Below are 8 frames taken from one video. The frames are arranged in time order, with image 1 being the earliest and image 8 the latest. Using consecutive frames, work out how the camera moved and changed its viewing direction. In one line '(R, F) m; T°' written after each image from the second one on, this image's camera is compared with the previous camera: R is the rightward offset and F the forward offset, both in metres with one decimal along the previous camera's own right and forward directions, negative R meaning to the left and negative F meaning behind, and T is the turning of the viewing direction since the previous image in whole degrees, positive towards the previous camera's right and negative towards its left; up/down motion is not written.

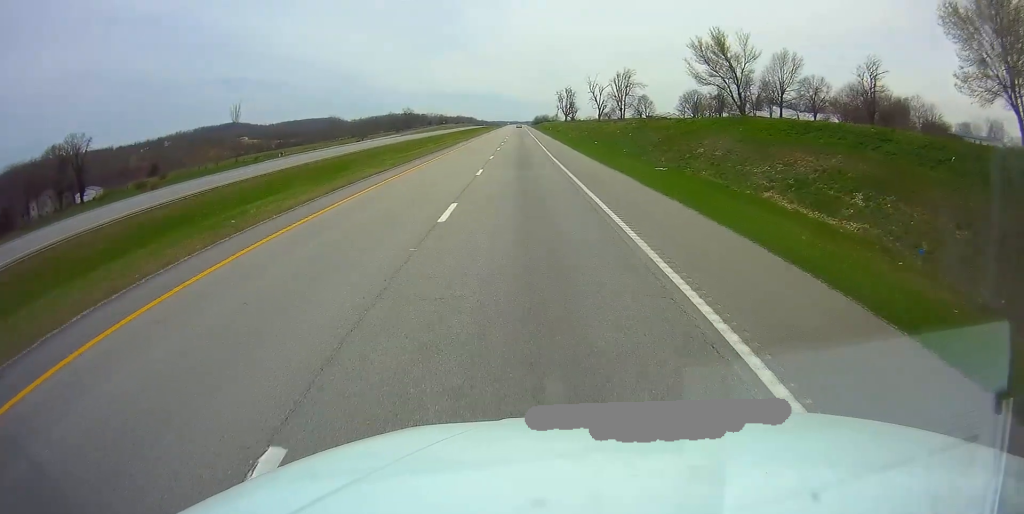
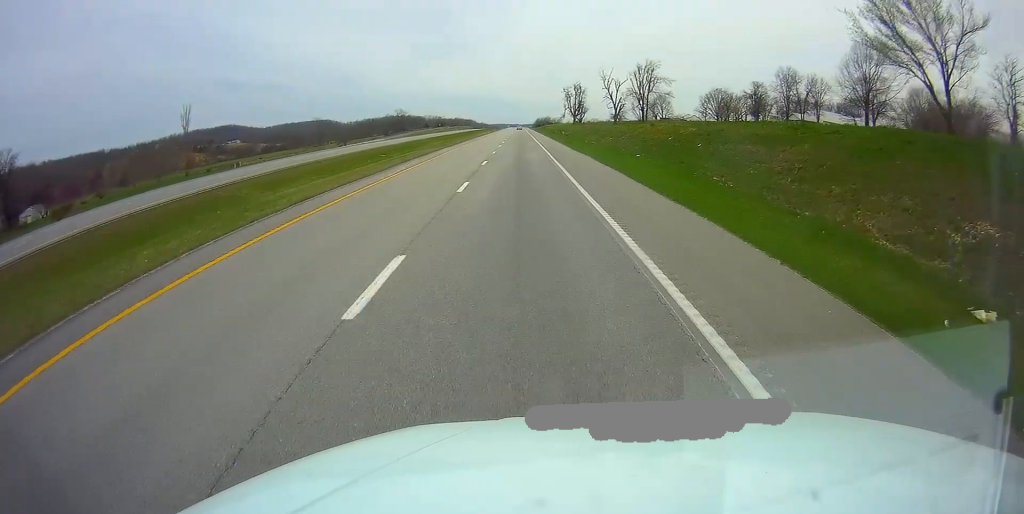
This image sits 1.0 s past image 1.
(-0.2, +30.8) m; 0°
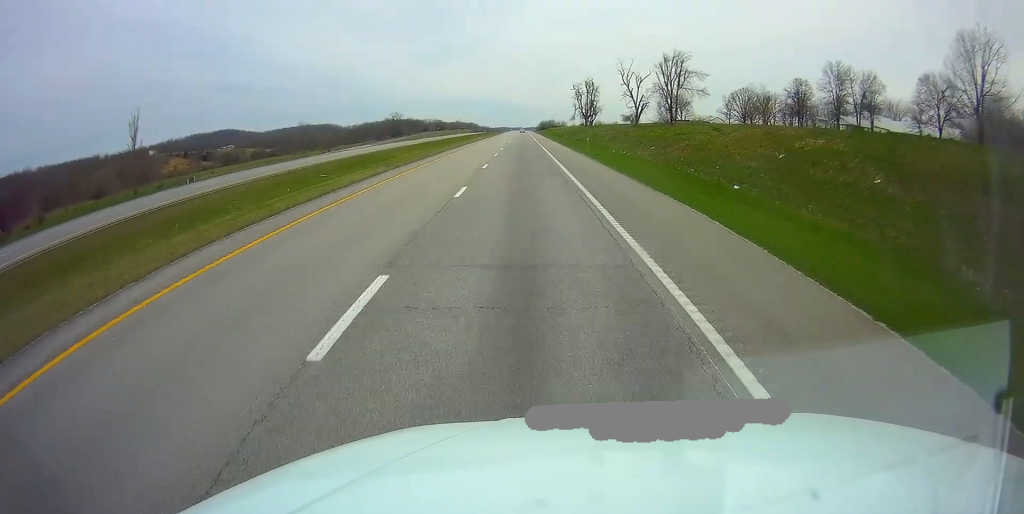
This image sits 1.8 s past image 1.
(0.0, +25.7) m; 0°
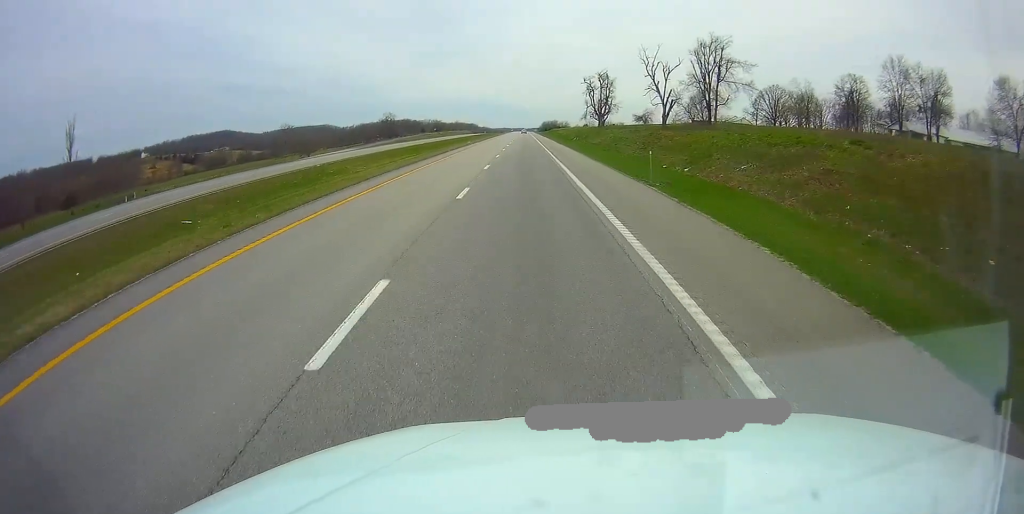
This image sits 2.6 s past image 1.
(+0.3, +24.6) m; 0°
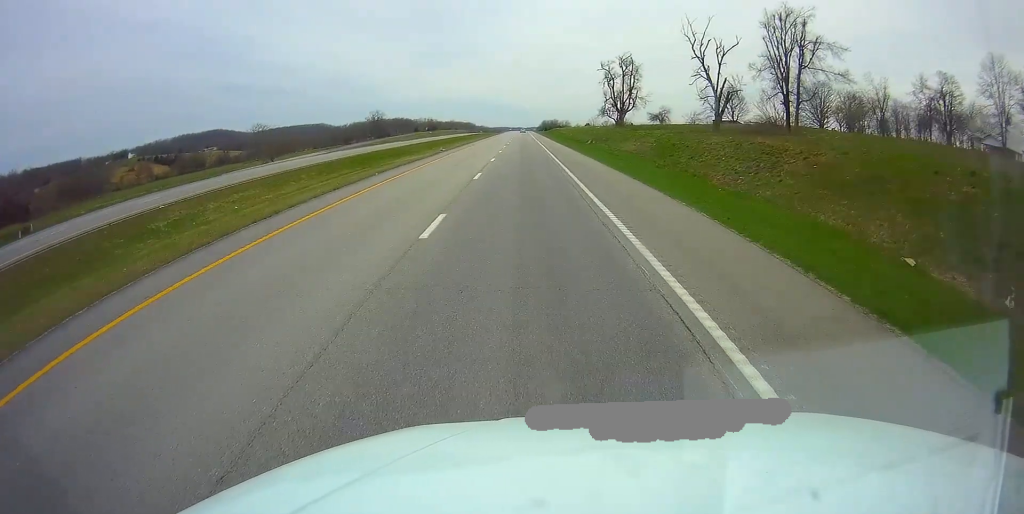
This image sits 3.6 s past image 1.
(-0.3, +30.5) m; 0°
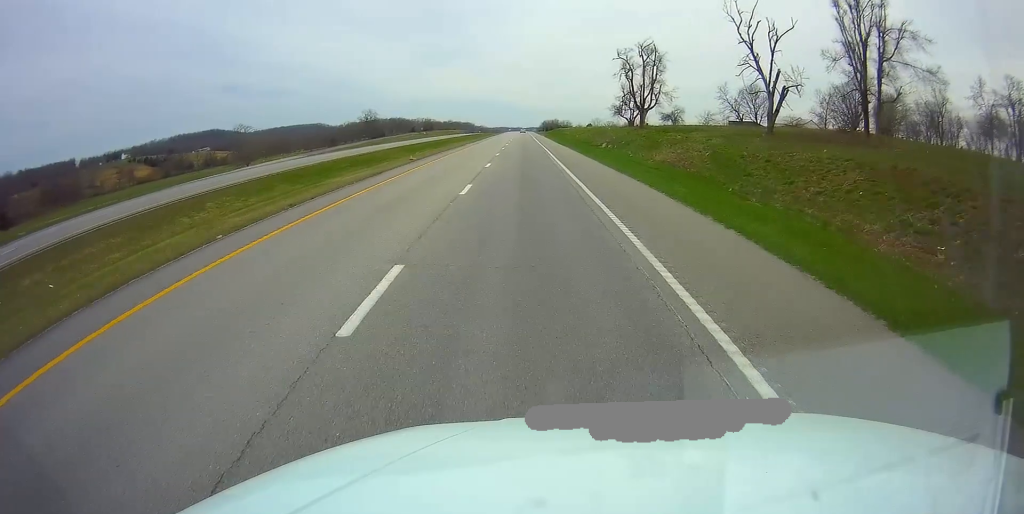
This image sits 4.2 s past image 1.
(+0.1, +17.3) m; 0°
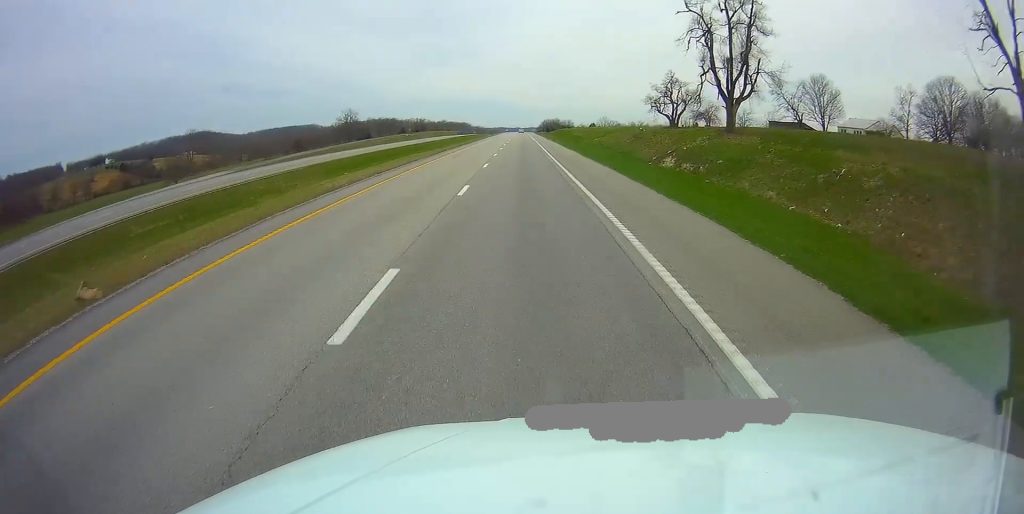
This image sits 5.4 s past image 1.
(0.0, +36.7) m; 0°
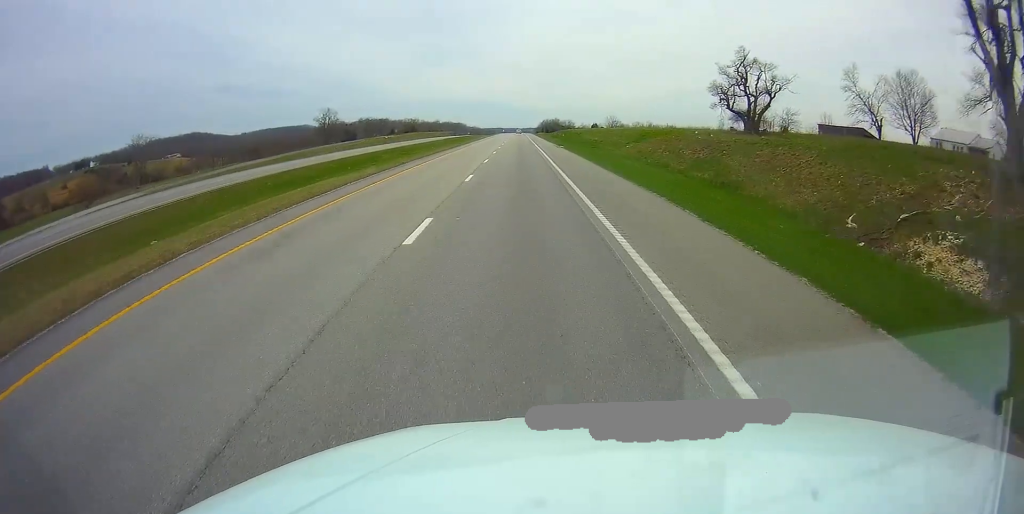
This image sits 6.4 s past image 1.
(+0.2, +31.8) m; 0°
